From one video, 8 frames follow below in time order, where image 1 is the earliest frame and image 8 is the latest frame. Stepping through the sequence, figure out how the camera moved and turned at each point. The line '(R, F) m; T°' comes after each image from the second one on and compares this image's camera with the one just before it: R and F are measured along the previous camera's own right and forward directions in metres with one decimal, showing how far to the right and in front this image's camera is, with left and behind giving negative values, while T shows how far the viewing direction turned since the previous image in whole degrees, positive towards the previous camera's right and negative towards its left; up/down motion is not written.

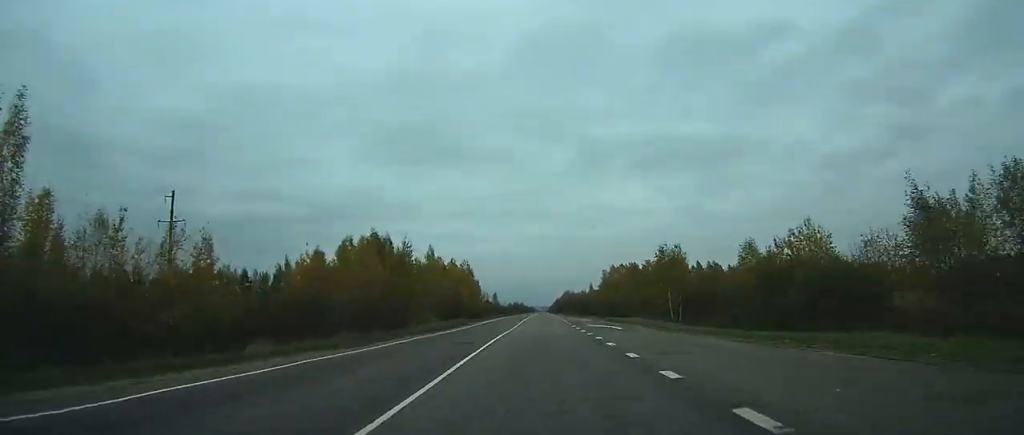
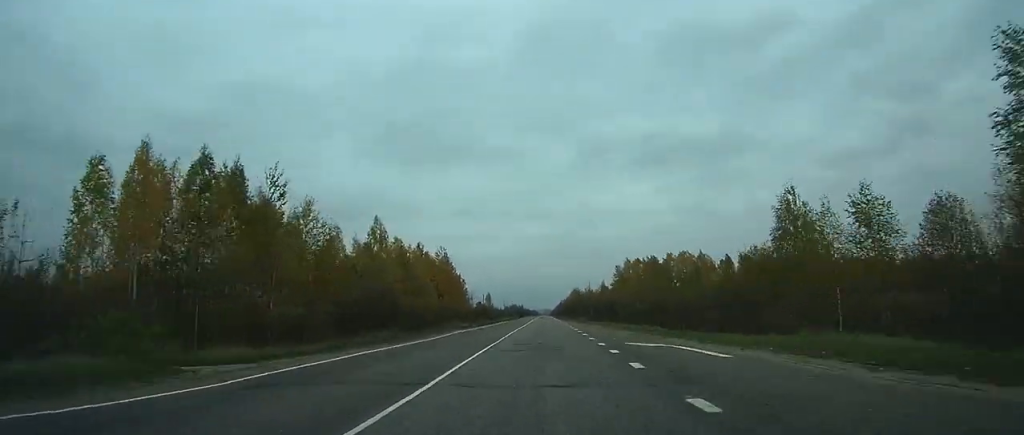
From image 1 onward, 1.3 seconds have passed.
(0.0, +37.7) m; 0°
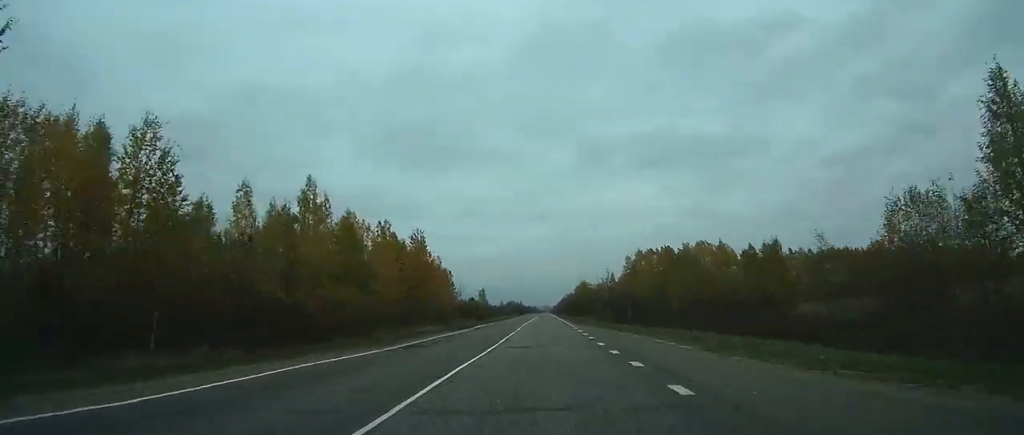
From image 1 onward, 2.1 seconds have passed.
(0.0, +24.6) m; 0°
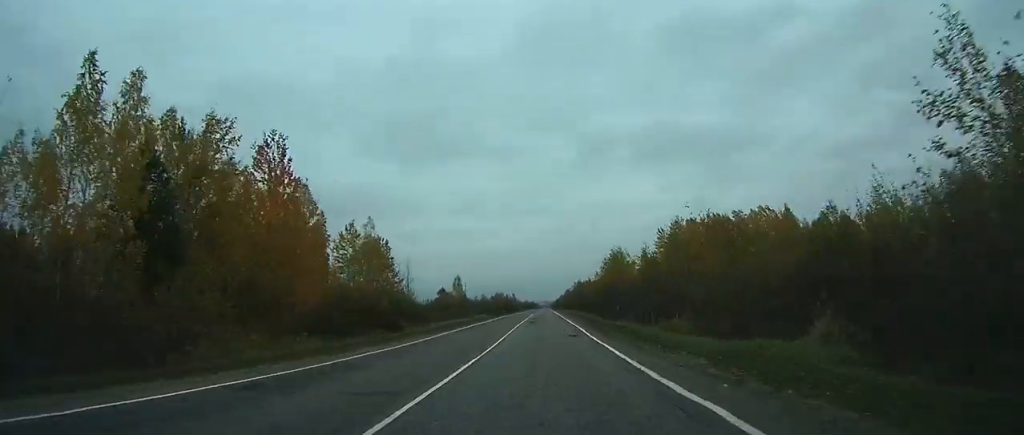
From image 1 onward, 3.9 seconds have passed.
(0.0, +56.0) m; 0°
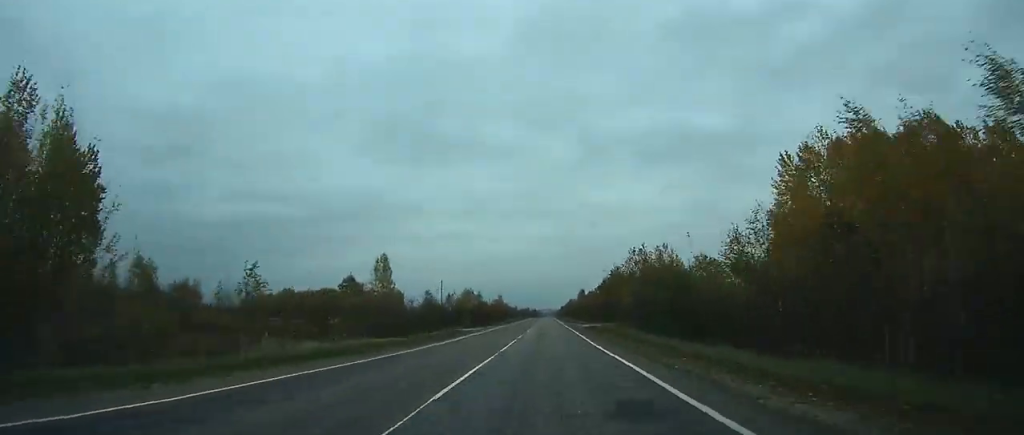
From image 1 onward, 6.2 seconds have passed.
(+0.1, +69.7) m; 0°
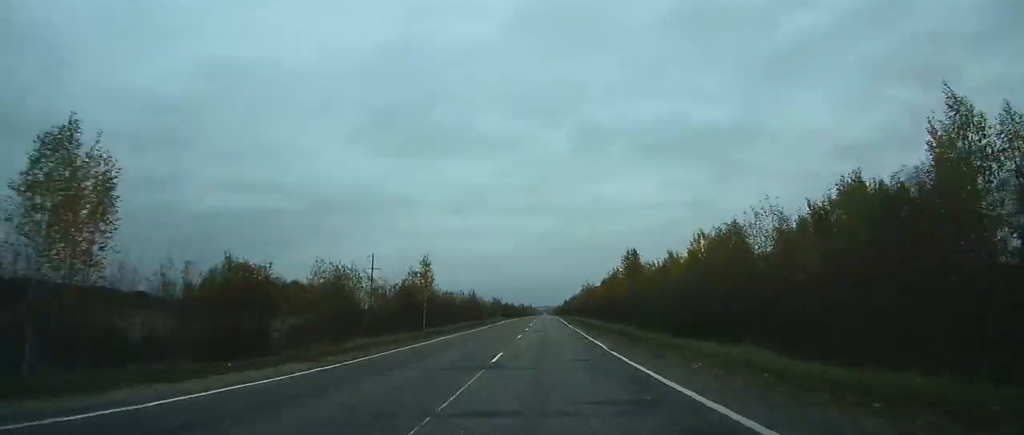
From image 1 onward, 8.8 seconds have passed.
(-0.2, +75.9) m; 0°
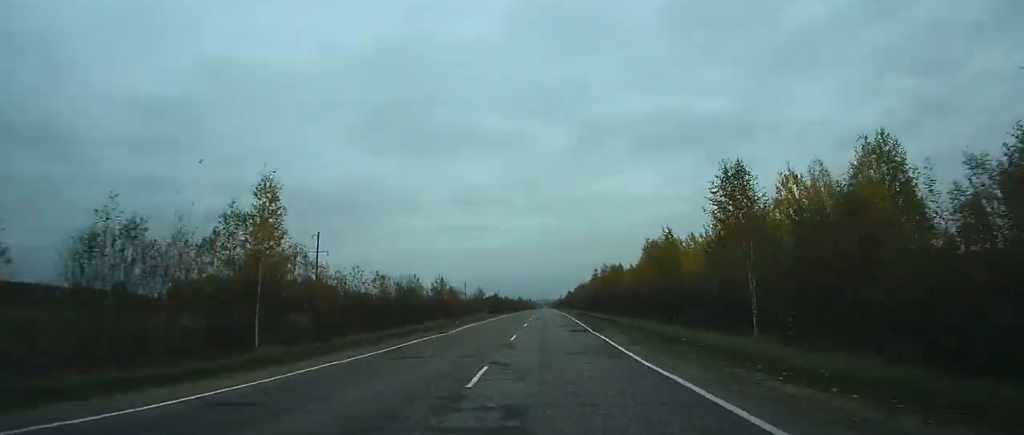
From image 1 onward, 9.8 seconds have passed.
(0.0, +28.4) m; 0°
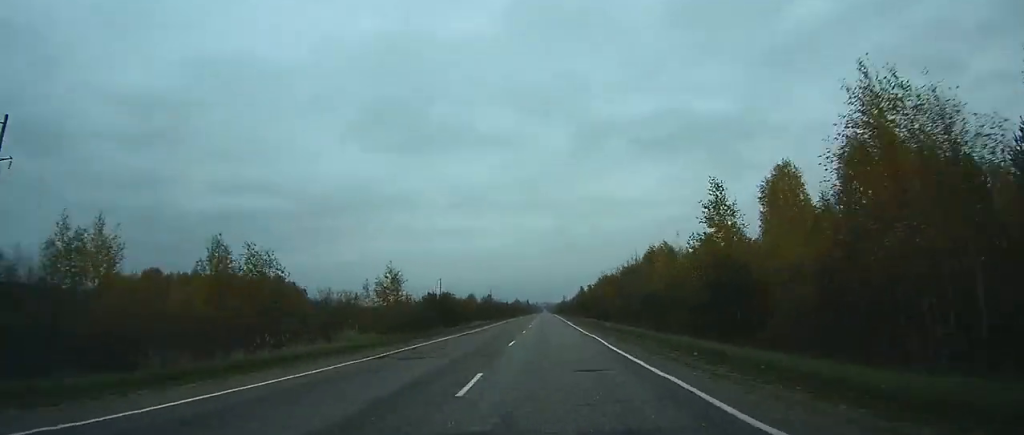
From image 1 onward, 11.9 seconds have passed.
(0.0, +59.1) m; 0°
